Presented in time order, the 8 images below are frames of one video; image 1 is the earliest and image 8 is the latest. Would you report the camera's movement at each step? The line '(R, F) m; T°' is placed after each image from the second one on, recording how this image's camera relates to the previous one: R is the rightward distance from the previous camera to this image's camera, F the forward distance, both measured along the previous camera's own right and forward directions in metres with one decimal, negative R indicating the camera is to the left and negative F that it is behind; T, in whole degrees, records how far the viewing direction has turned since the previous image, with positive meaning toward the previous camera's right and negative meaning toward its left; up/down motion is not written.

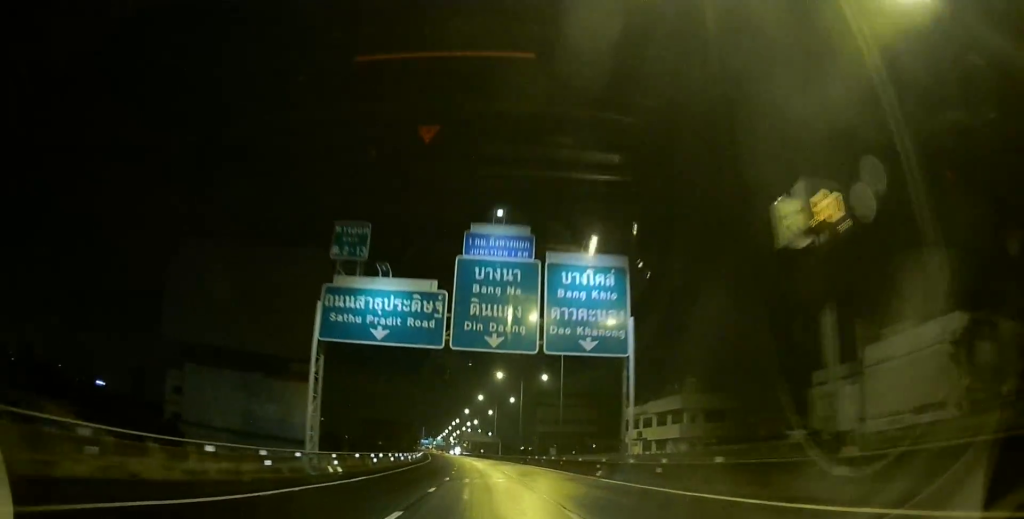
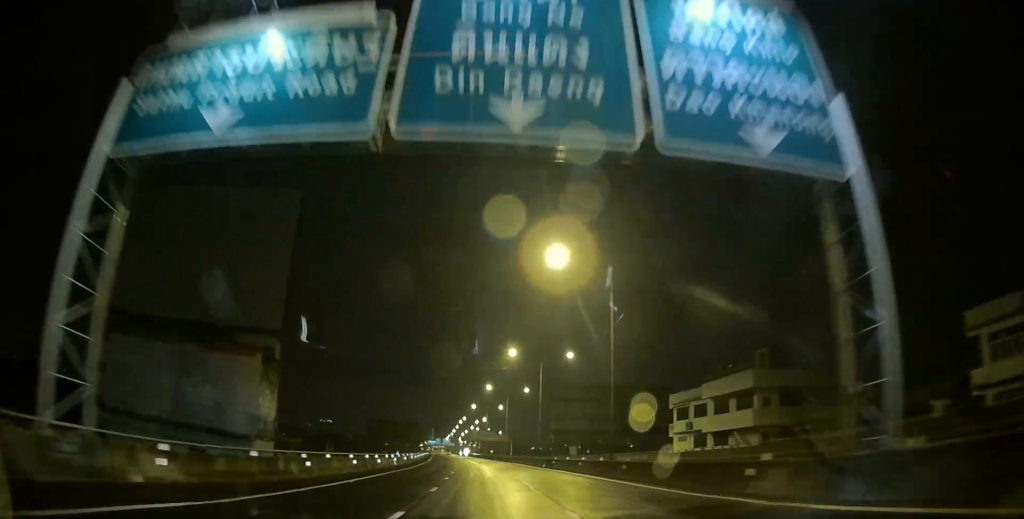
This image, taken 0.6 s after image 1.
(-0.1, +17.8) m; -1°
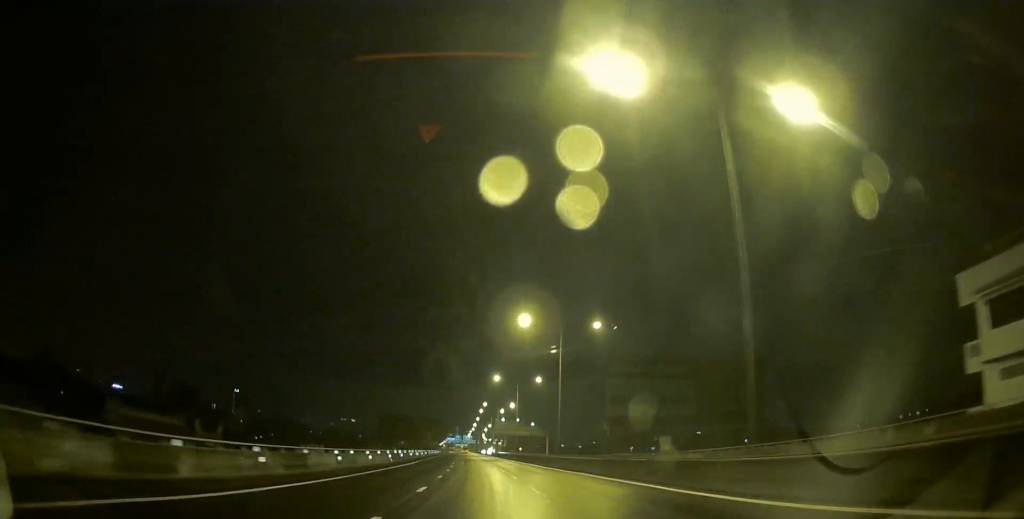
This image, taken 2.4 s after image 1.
(-1.4, +46.7) m; -3°
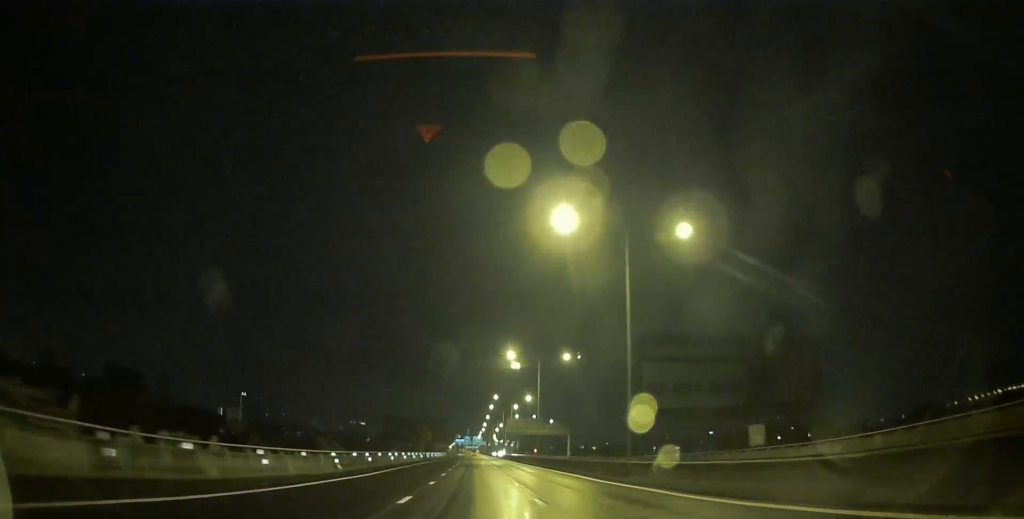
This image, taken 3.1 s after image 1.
(-0.2, +21.2) m; -1°
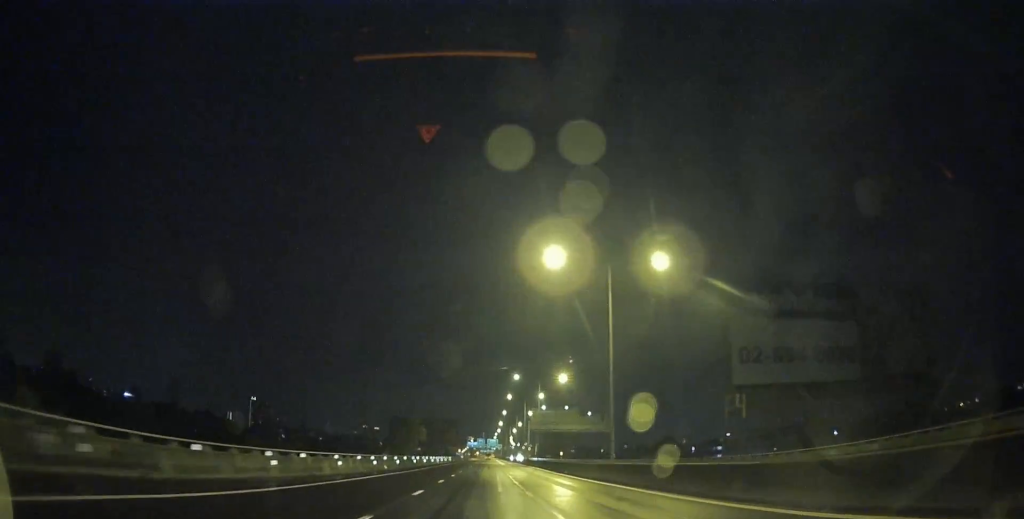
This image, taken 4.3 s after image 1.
(-0.2, +33.1) m; 0°
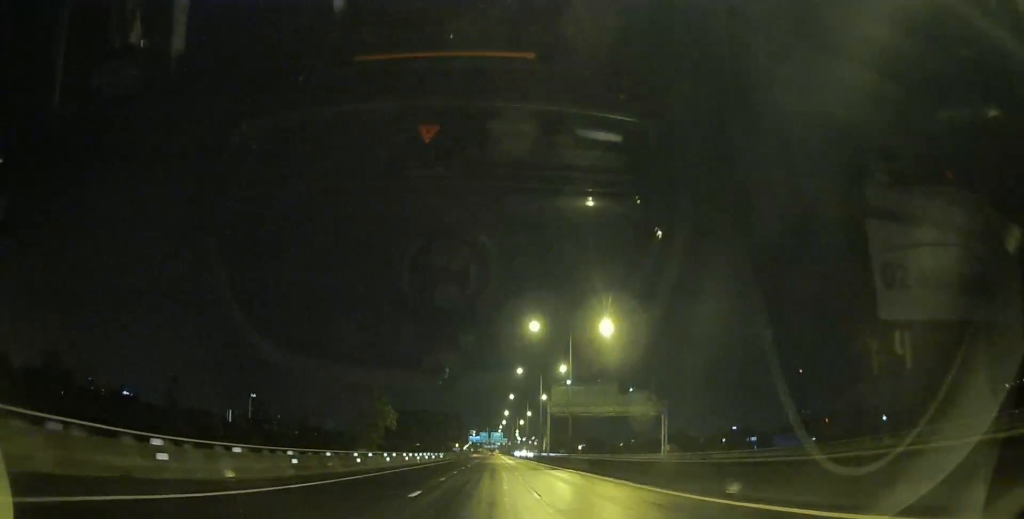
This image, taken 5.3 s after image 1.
(0.0, +28.1) m; 0°
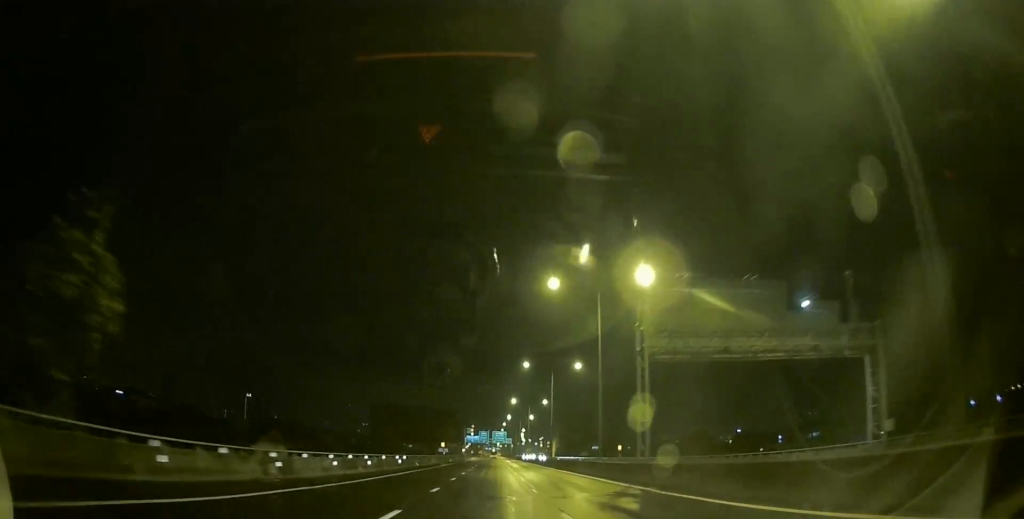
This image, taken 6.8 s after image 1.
(-0.1, +42.1) m; 0°
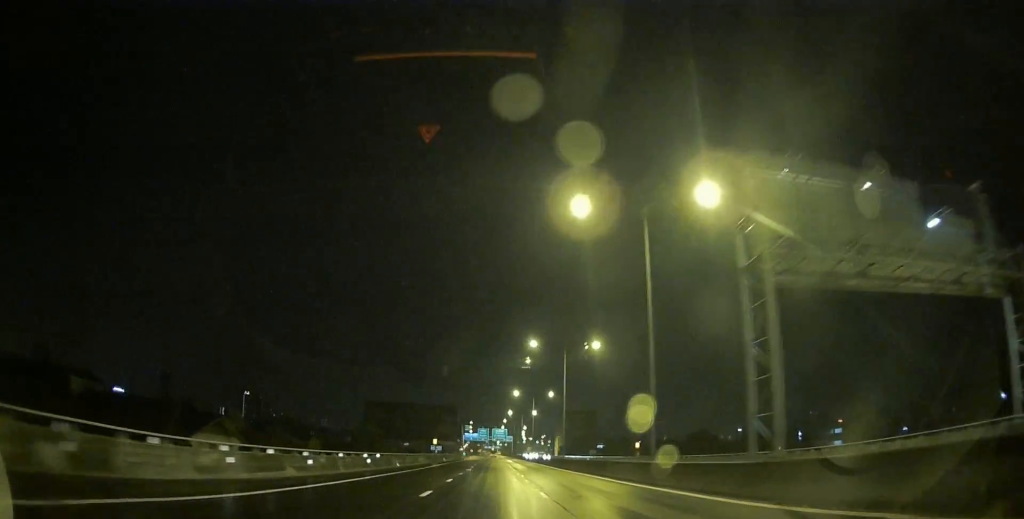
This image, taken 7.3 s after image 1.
(0.0, +12.5) m; 0°
